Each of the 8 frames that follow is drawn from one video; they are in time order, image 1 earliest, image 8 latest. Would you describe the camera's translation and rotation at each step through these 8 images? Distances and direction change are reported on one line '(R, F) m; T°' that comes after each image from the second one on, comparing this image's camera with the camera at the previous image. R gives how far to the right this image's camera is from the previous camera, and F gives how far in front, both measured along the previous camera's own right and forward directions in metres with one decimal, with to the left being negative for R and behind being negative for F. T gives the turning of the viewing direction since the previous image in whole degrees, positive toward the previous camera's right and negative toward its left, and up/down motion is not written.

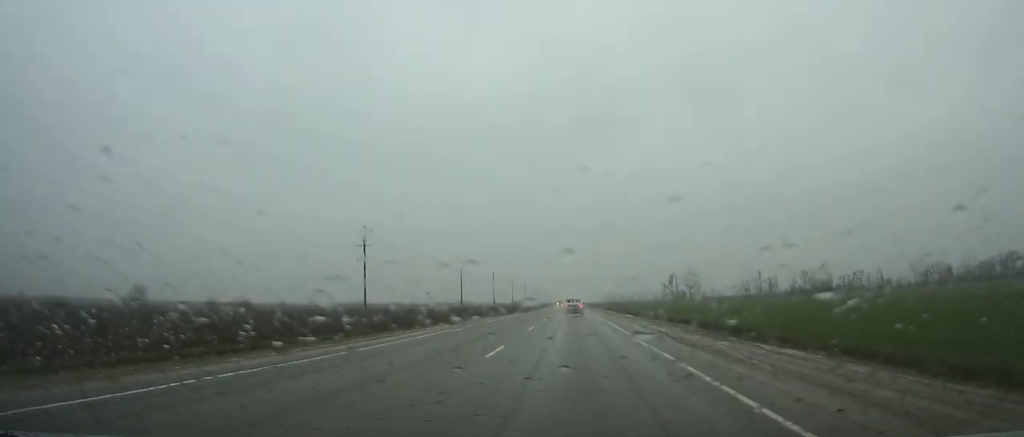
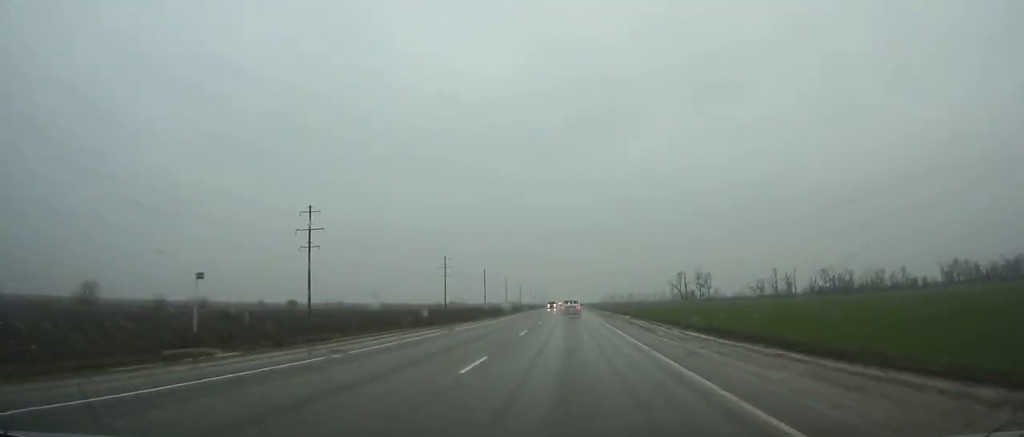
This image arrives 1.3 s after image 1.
(0.0, +26.5) m; 0°
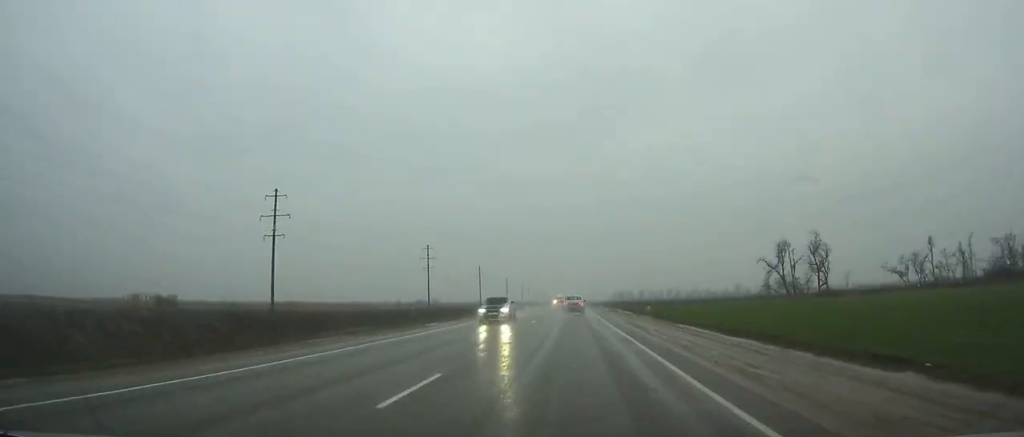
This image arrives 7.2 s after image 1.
(+0.3, +122.8) m; 0°
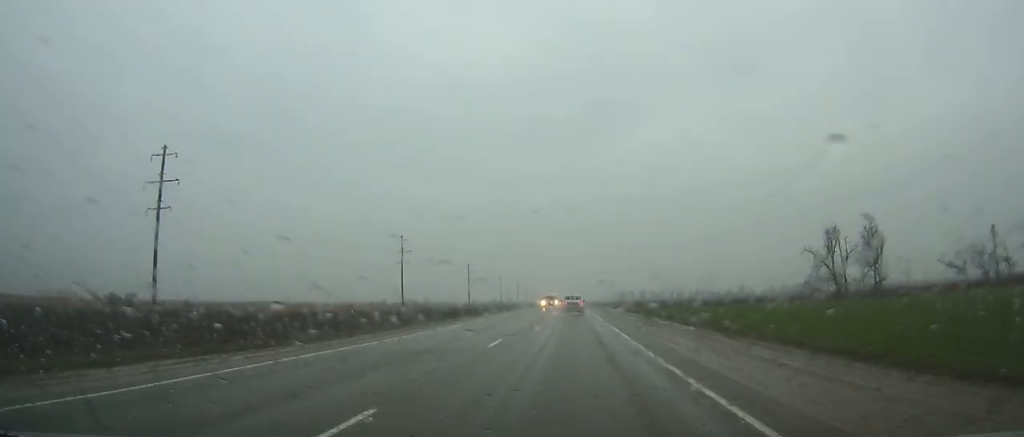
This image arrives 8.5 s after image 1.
(0.0, +27.3) m; 0°
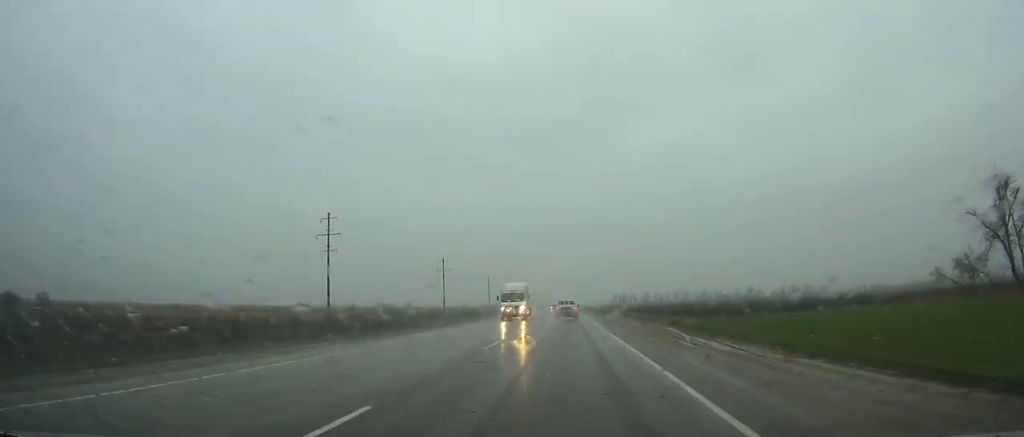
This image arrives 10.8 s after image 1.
(-0.1, +48.1) m; 0°
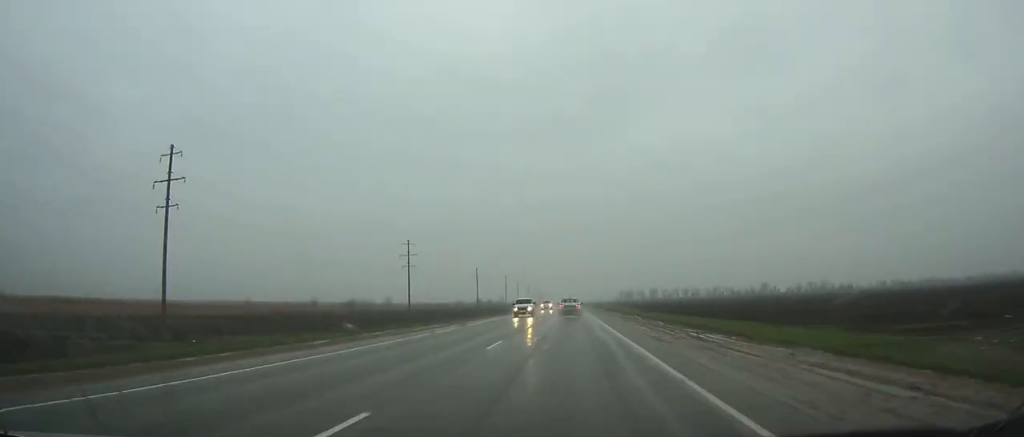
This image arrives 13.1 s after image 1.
(-0.1, +48.1) m; 0°
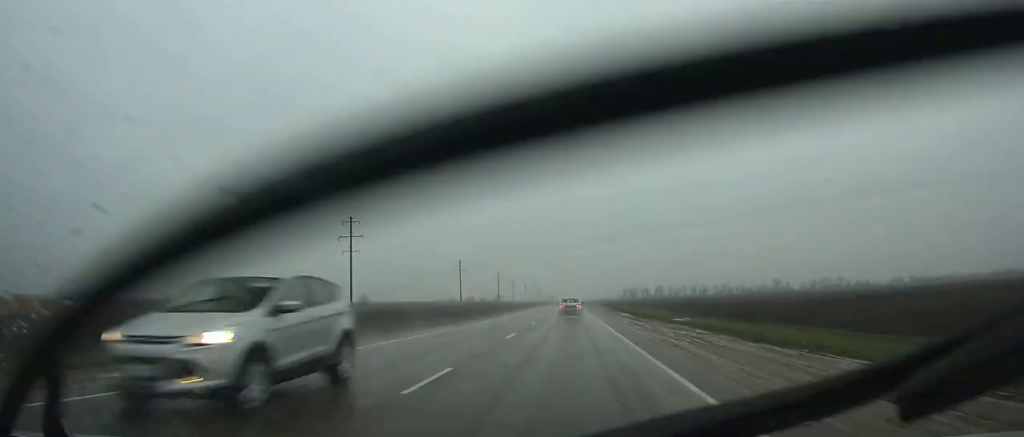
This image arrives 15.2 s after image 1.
(0.0, +43.8) m; 0°
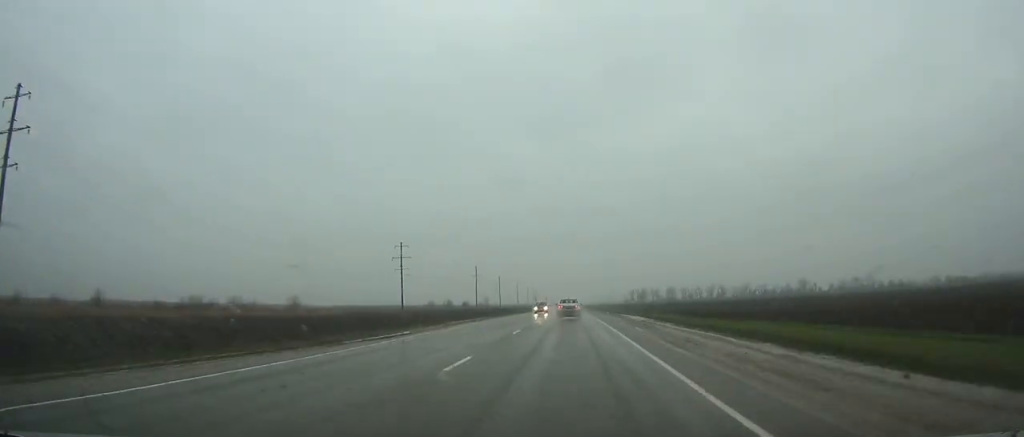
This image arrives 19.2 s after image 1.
(+0.2, +82.7) m; 0°
